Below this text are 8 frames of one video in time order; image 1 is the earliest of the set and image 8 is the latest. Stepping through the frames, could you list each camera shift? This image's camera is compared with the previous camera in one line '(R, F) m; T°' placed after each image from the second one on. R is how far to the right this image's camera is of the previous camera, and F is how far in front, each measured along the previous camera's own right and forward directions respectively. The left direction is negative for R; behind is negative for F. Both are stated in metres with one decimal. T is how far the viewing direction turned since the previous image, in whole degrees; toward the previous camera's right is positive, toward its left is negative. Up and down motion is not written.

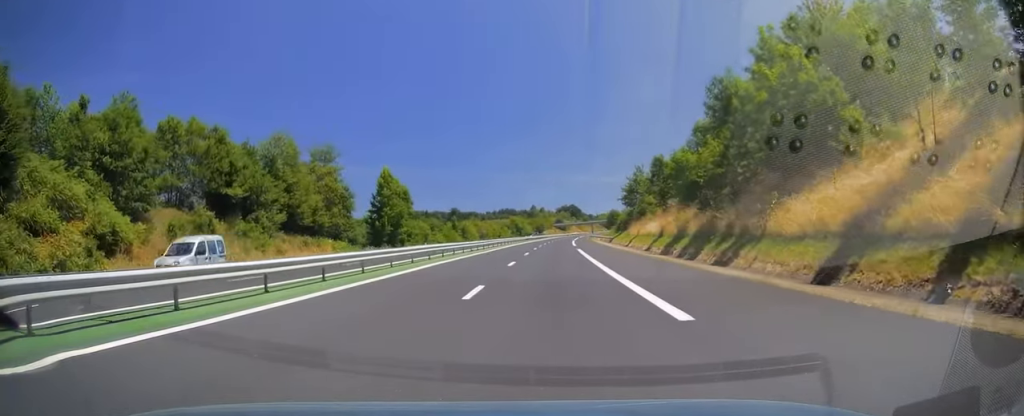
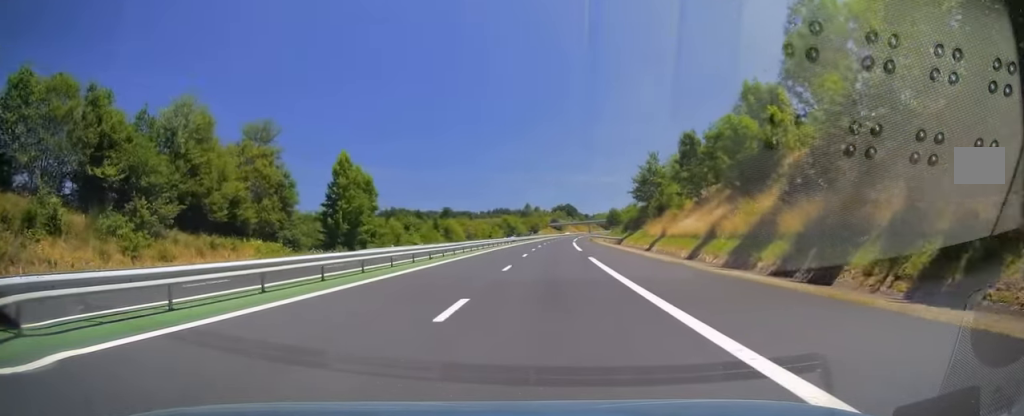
(0.0, +16.2) m; 0°
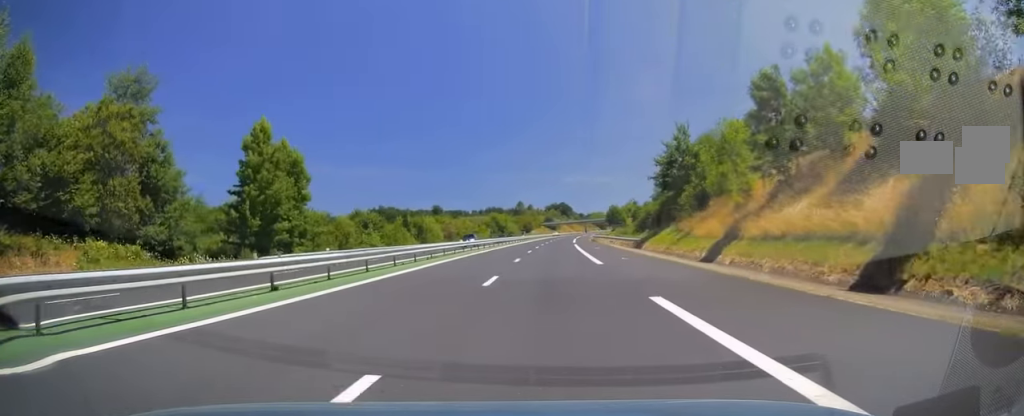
(0.0, +19.6) m; 0°
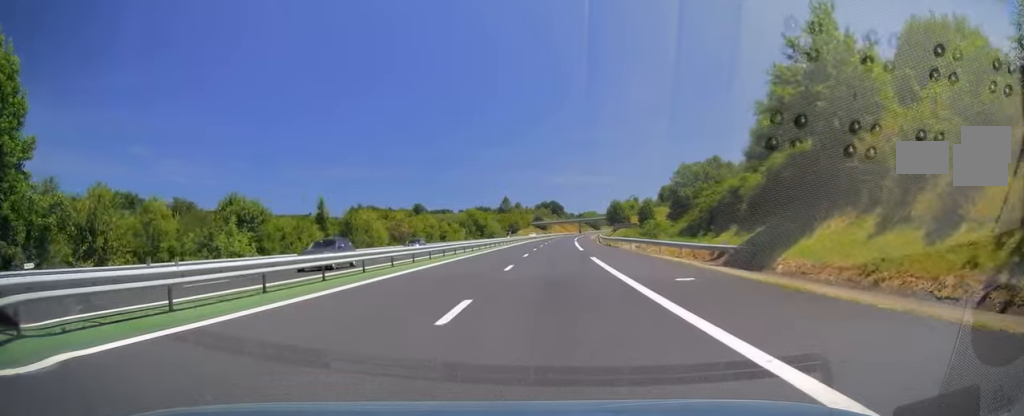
(+0.3, +32.4) m; +2°
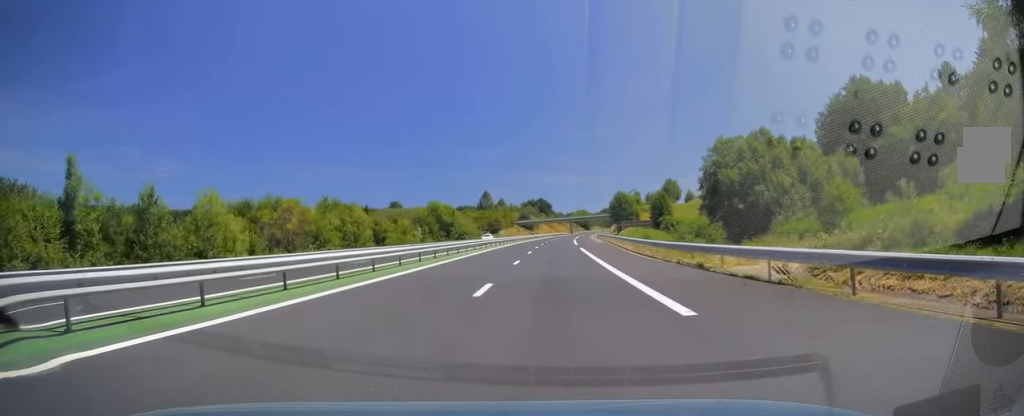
(+0.7, +34.8) m; +1°
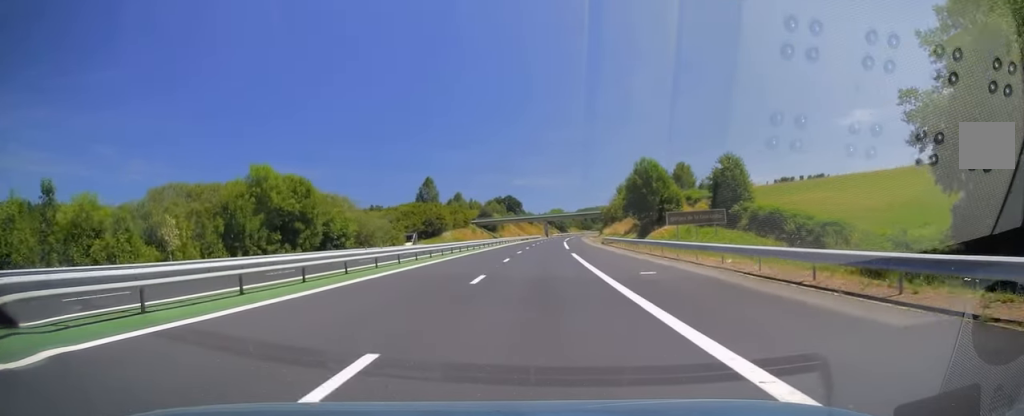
(+1.0, +61.3) m; +2°
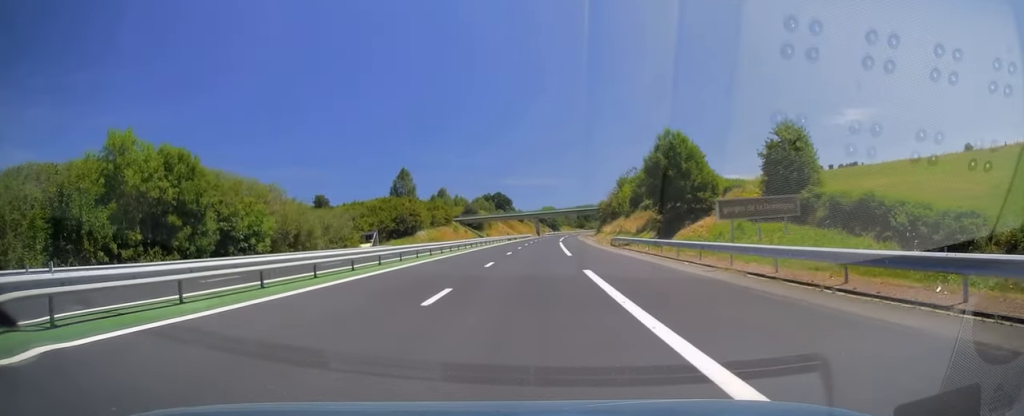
(0.0, +18.2) m; +1°
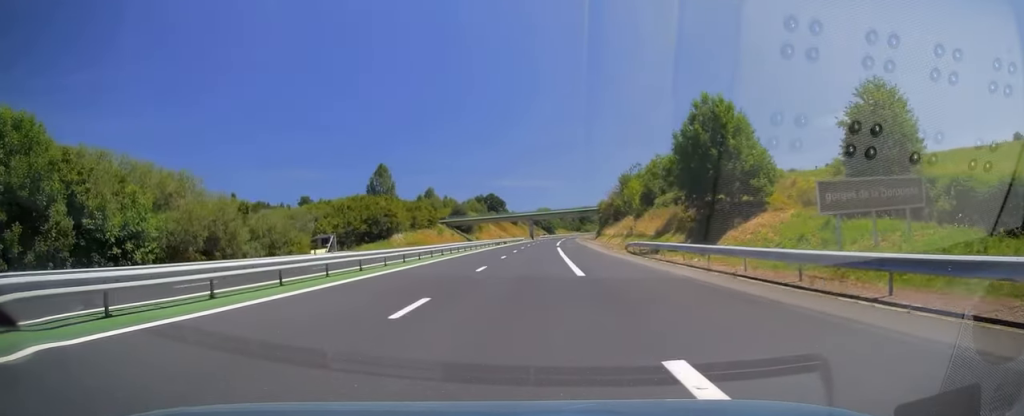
(-0.2, +14.2) m; +1°
